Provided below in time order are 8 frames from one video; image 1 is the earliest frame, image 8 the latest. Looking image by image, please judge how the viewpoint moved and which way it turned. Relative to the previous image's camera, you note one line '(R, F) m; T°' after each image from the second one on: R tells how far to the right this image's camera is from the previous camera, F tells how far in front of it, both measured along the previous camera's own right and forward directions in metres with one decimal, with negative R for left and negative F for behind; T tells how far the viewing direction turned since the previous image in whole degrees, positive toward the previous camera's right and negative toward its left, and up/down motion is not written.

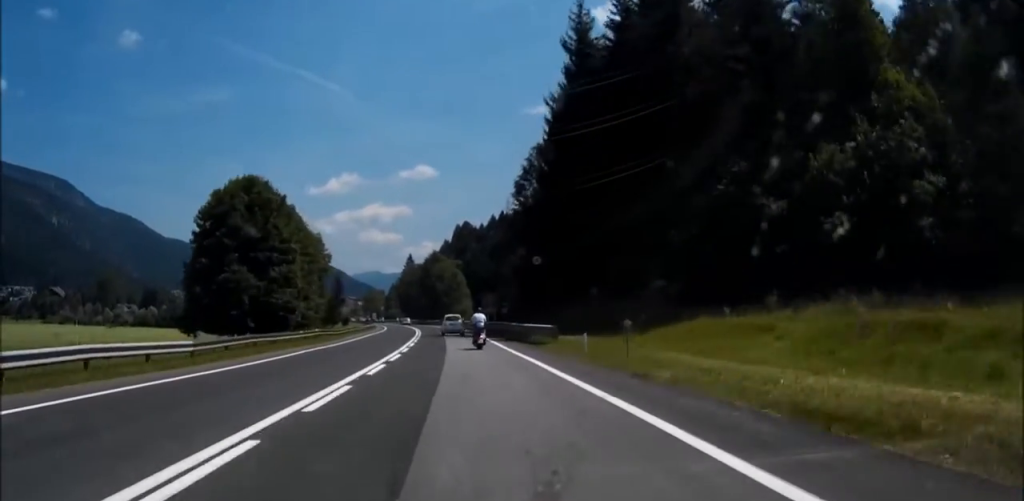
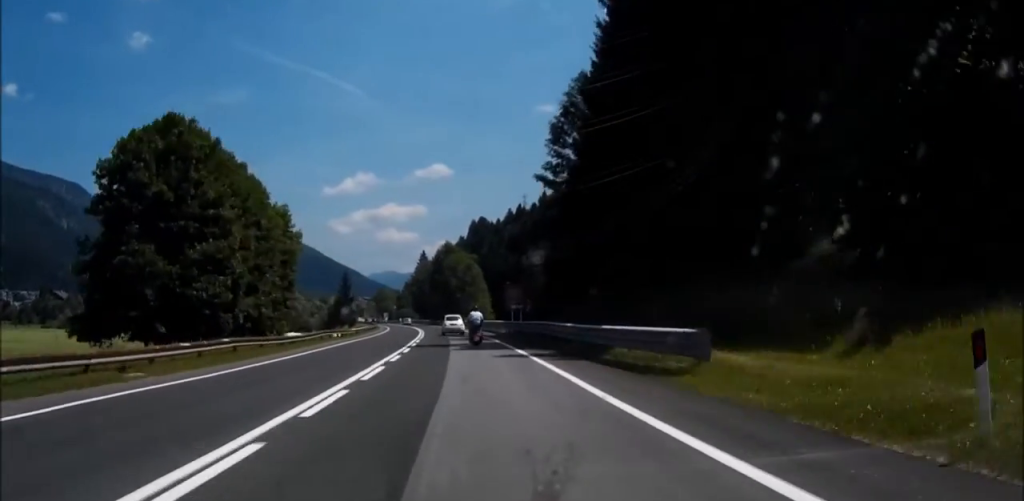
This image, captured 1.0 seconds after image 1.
(+0.1, +18.4) m; -1°
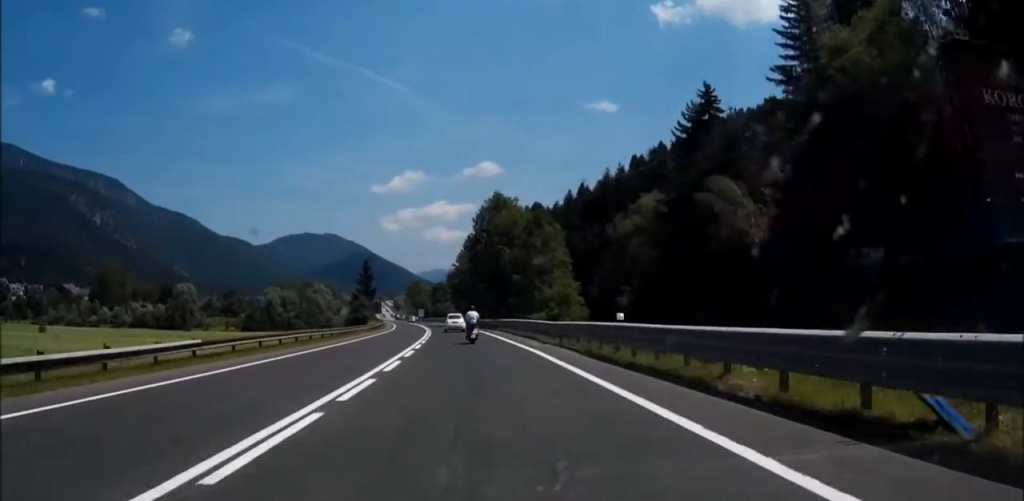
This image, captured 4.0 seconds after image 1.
(-1.8, +56.8) m; -3°
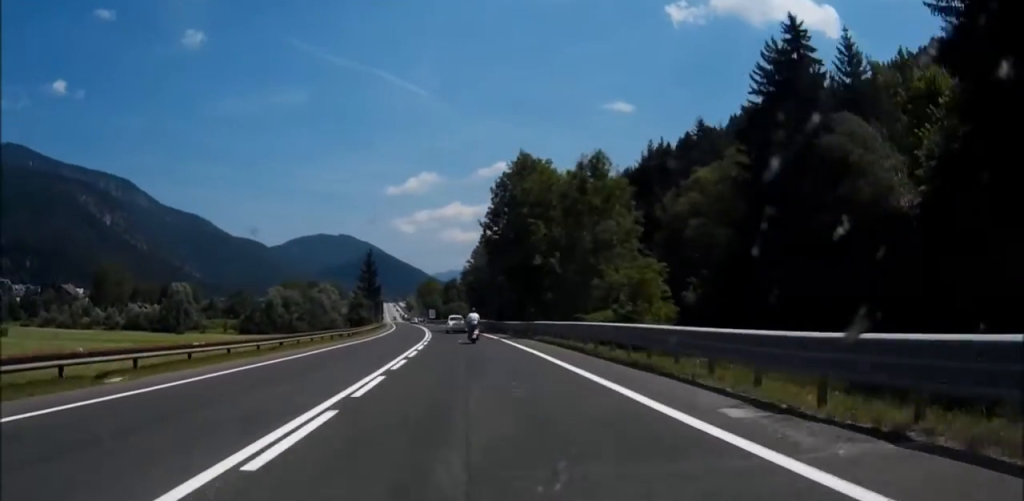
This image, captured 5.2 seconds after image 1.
(-0.1, +23.4) m; -1°
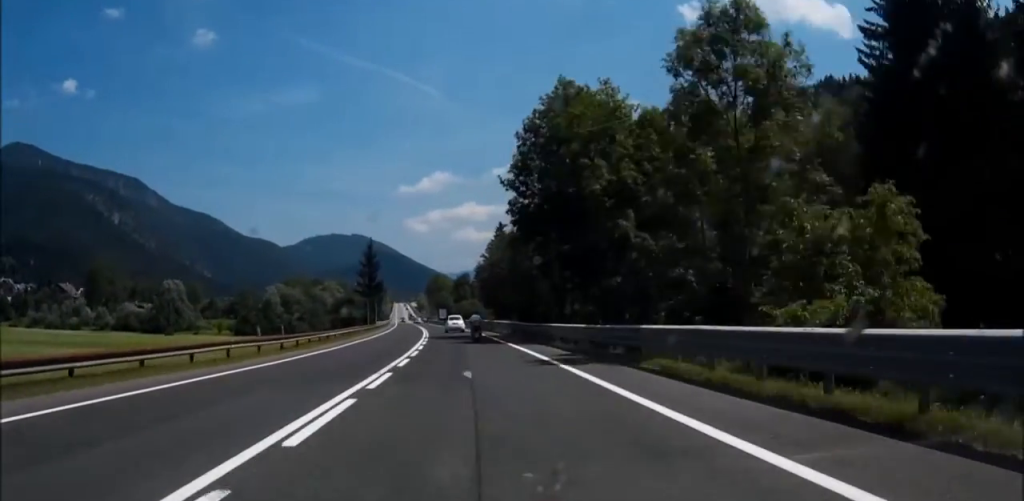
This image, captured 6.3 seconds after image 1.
(-0.2, +22.6) m; -1°
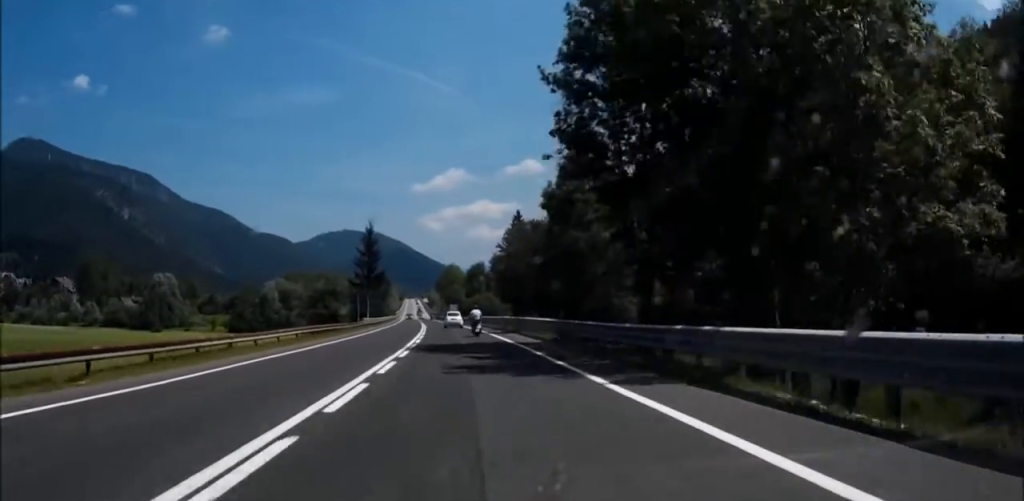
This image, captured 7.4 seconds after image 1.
(-0.2, +21.9) m; -1°
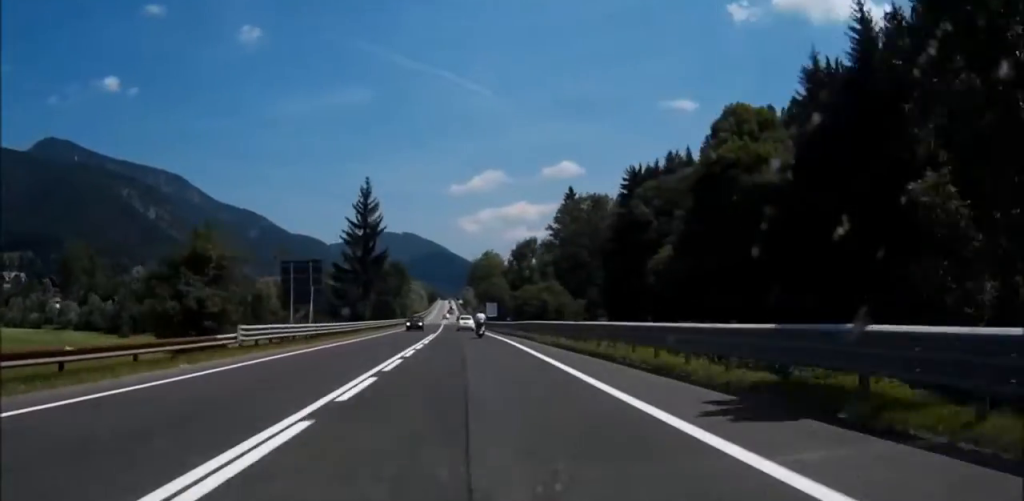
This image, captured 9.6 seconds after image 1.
(-0.9, +47.3) m; -2°
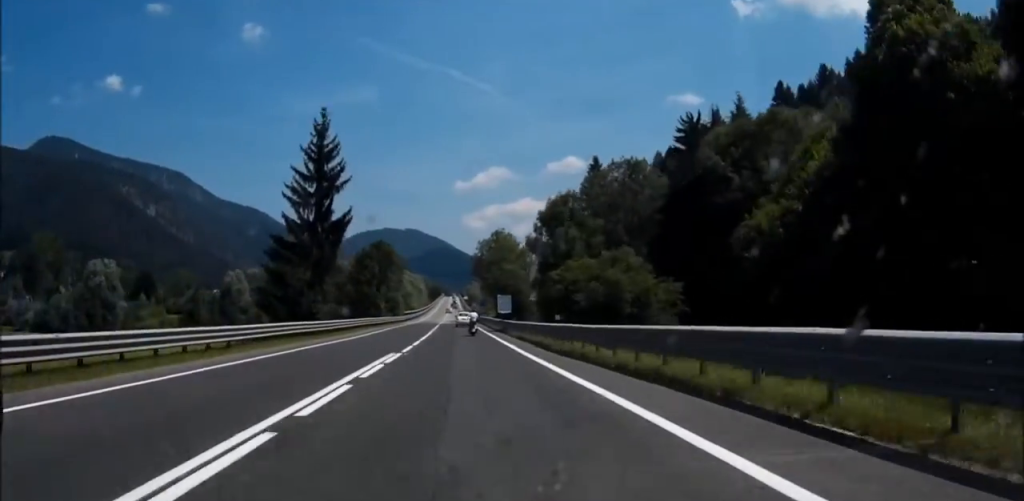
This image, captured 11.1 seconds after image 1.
(-0.1, +33.2) m; -1°
